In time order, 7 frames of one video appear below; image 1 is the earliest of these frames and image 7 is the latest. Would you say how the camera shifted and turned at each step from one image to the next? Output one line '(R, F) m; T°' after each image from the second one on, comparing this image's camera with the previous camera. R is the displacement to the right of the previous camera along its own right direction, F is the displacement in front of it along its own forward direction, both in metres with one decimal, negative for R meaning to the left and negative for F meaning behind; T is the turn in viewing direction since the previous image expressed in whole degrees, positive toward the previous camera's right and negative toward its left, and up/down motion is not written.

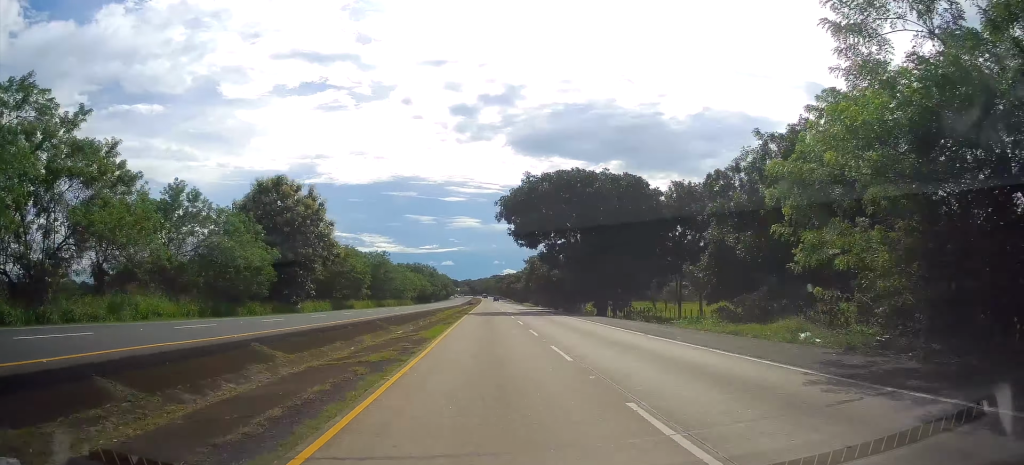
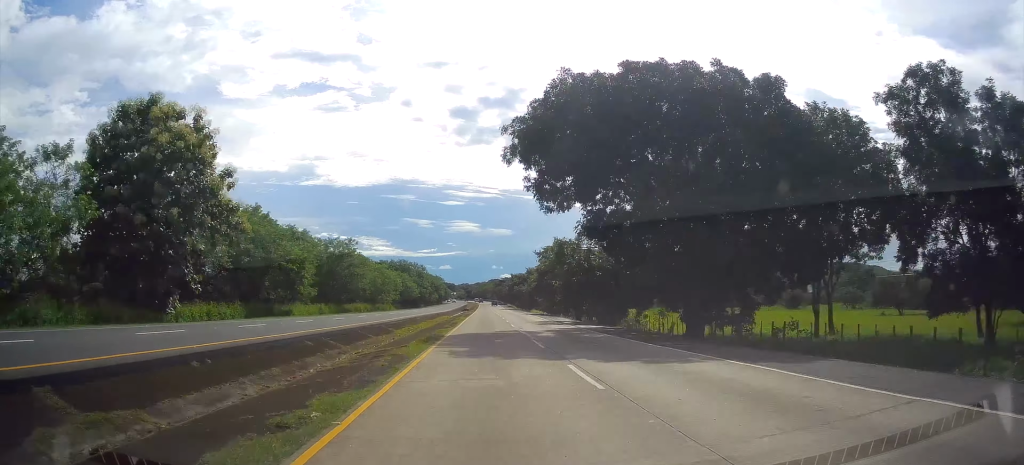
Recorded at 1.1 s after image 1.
(+0.1, +27.3) m; 0°
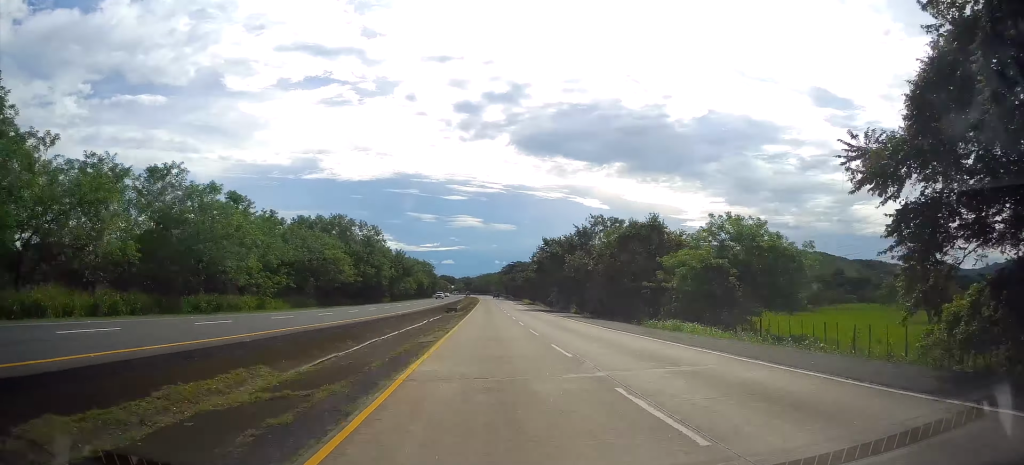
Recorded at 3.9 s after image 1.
(+0.1, +71.4) m; 0°
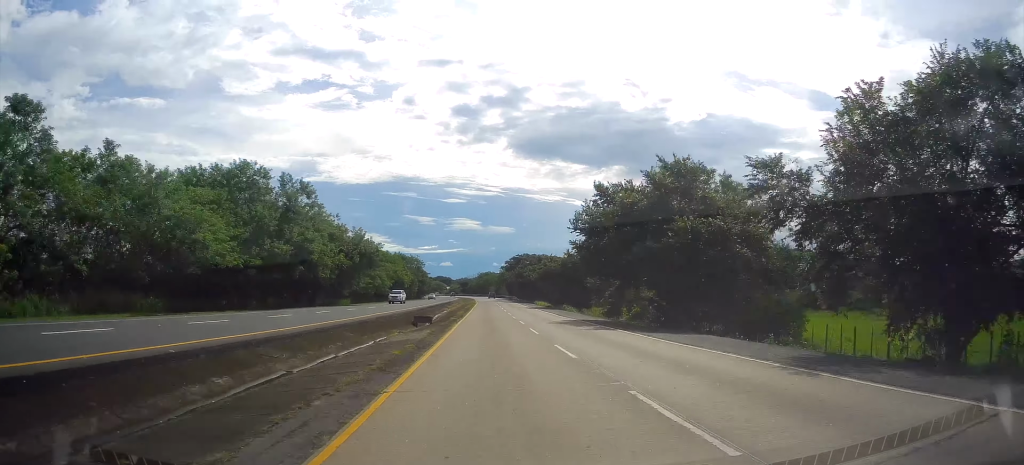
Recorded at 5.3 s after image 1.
(0.0, +33.7) m; 0°
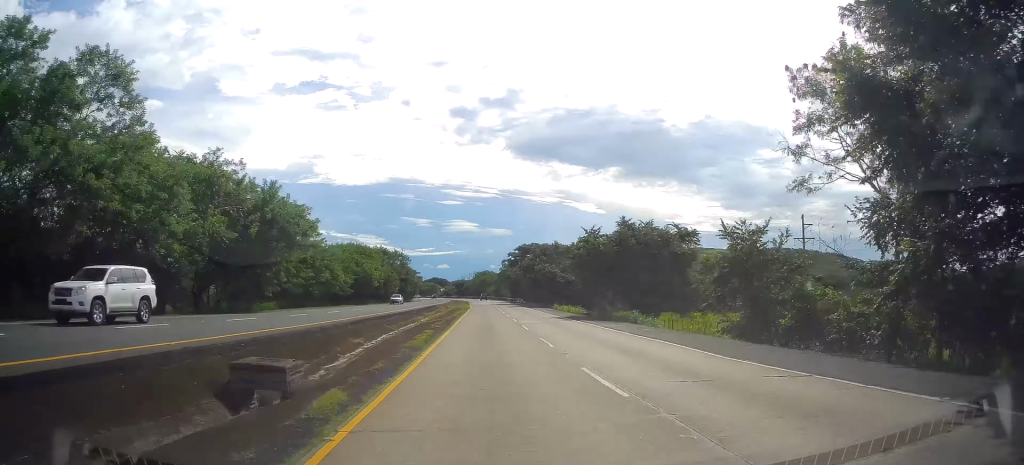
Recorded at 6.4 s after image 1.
(-0.4, +29.6) m; 0°
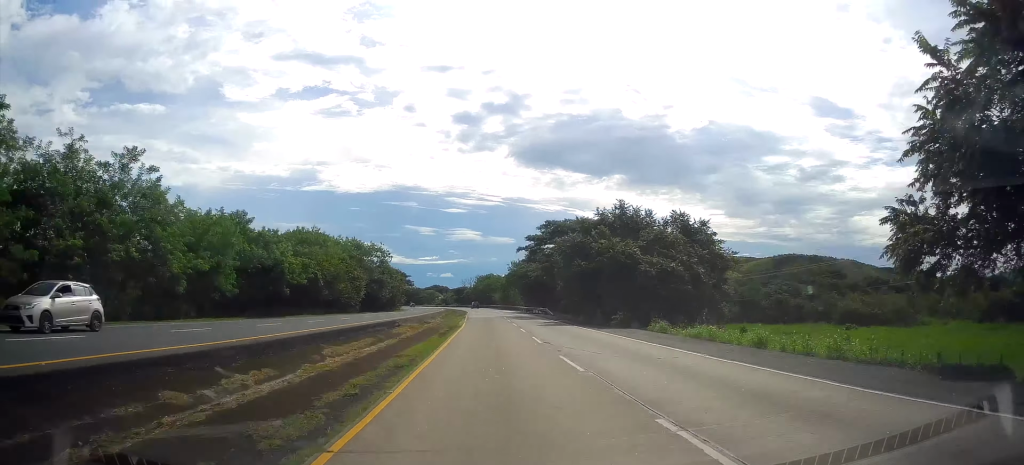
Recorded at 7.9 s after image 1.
(+0.4, +38.4) m; 0°
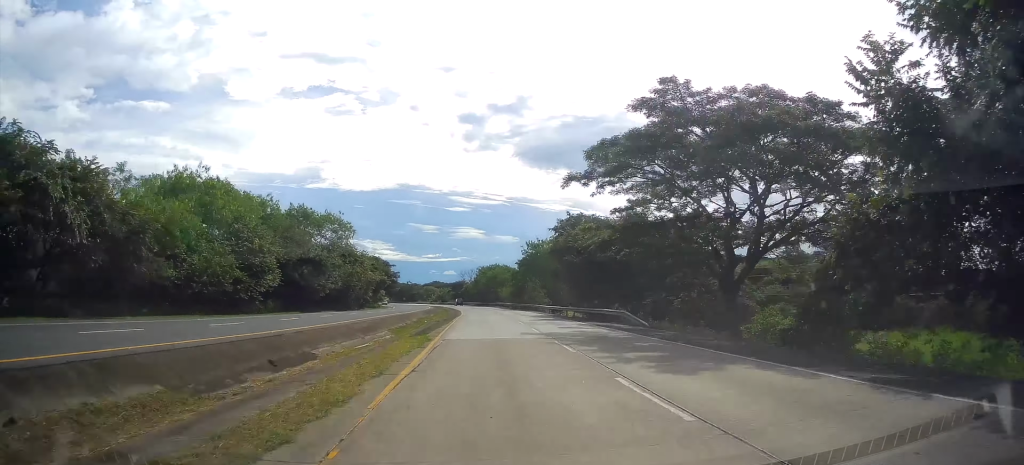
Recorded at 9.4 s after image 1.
(0.0, +38.4) m; -1°
